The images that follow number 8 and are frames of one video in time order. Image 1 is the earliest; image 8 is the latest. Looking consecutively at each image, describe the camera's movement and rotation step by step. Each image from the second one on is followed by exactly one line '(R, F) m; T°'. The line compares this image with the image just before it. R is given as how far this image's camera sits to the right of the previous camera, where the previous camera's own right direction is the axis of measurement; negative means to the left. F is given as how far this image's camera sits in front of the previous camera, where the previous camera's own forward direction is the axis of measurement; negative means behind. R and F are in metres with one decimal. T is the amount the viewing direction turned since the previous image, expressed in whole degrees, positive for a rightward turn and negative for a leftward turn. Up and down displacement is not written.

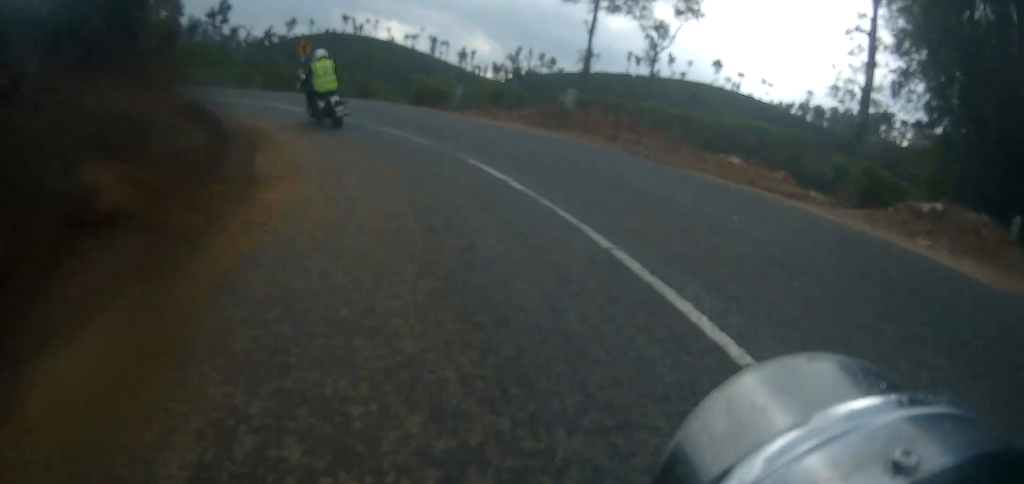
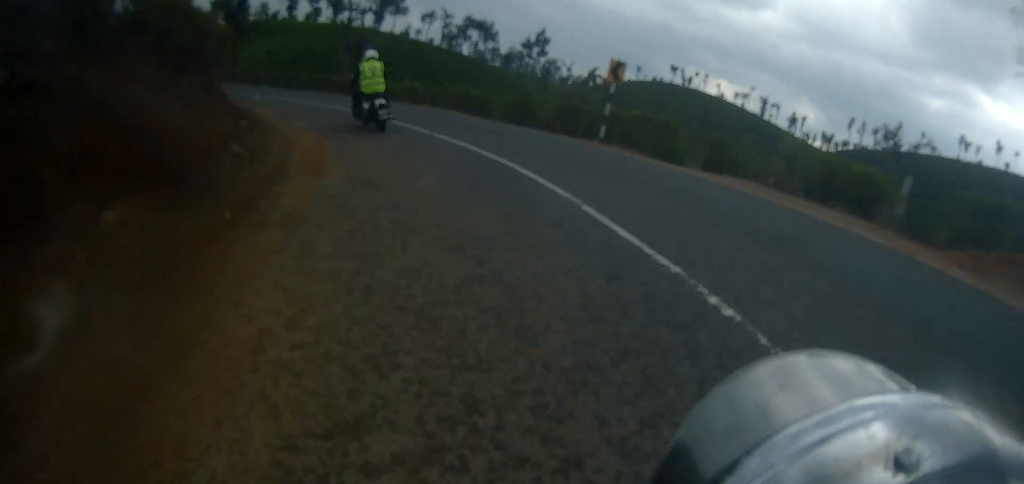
(-3.7, +10.7) m; -26°
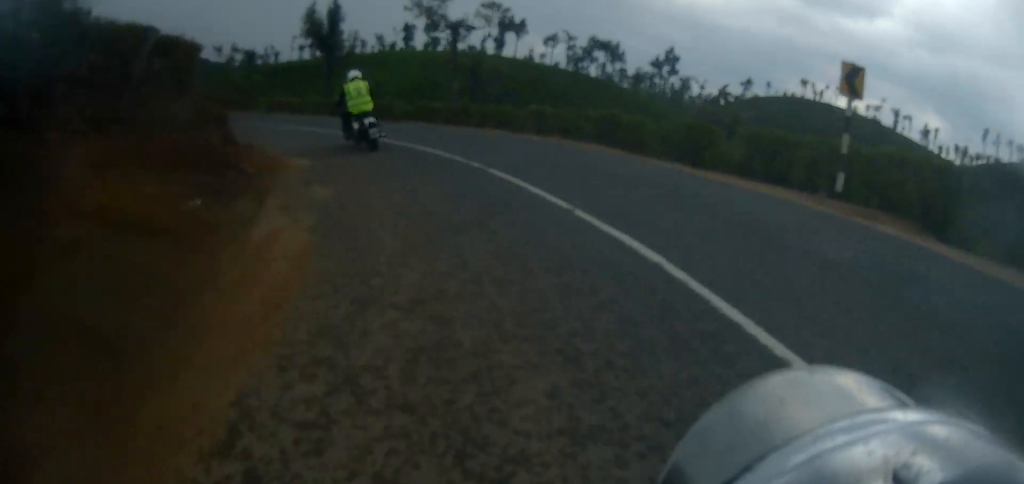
(+0.4, +6.2) m; -14°
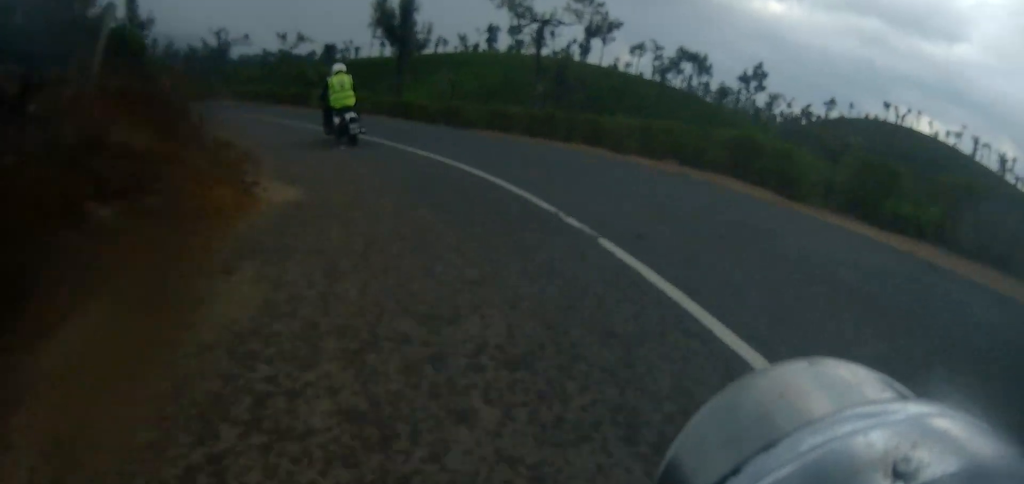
(-1.1, +4.1) m; -12°
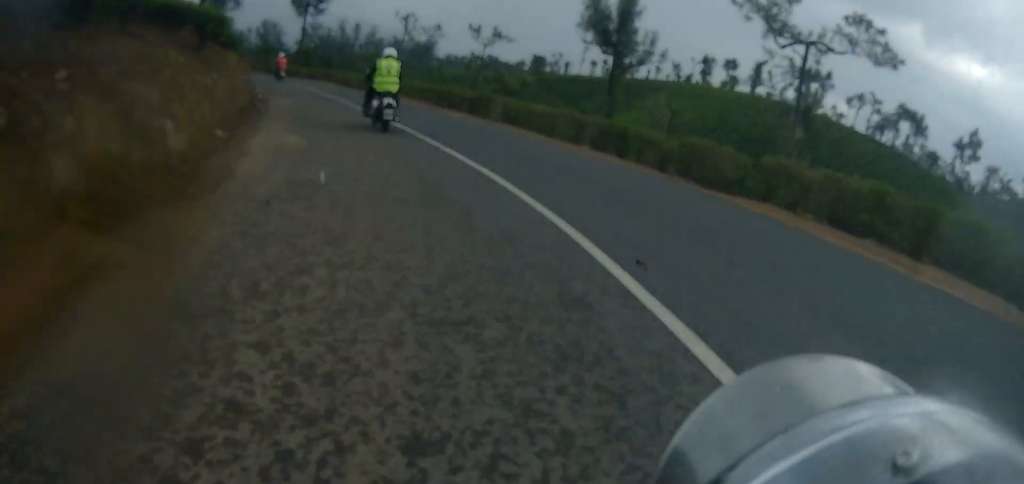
(-1.8, +8.0) m; -19°
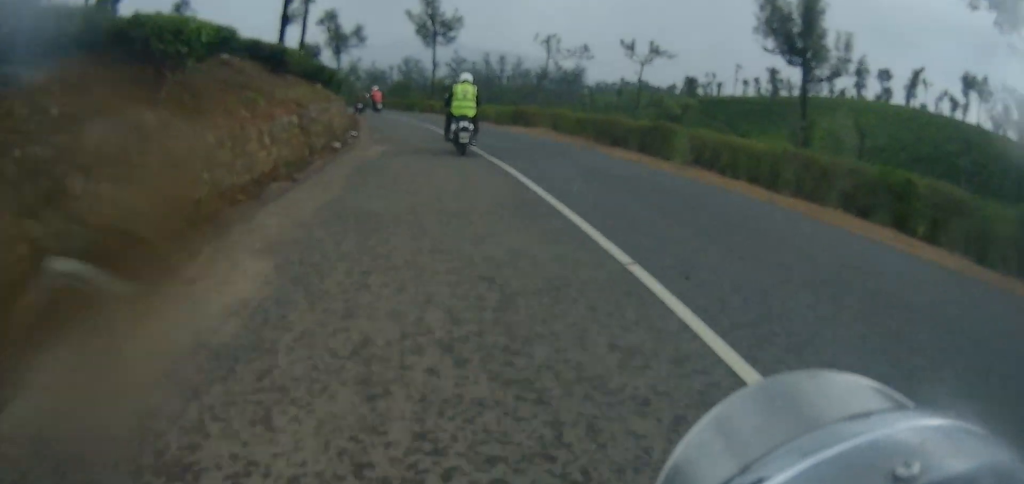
(-0.4, +6.7) m; -8°
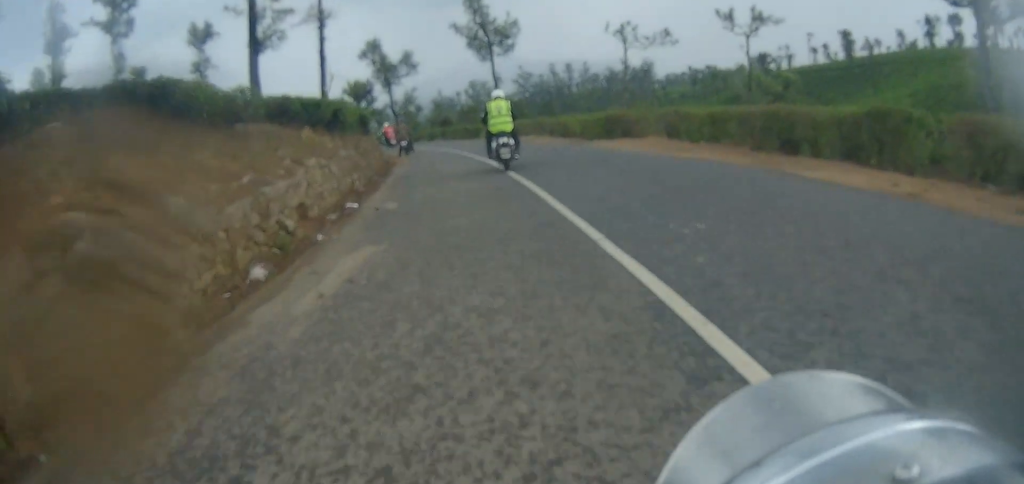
(-0.8, +8.6) m; -6°
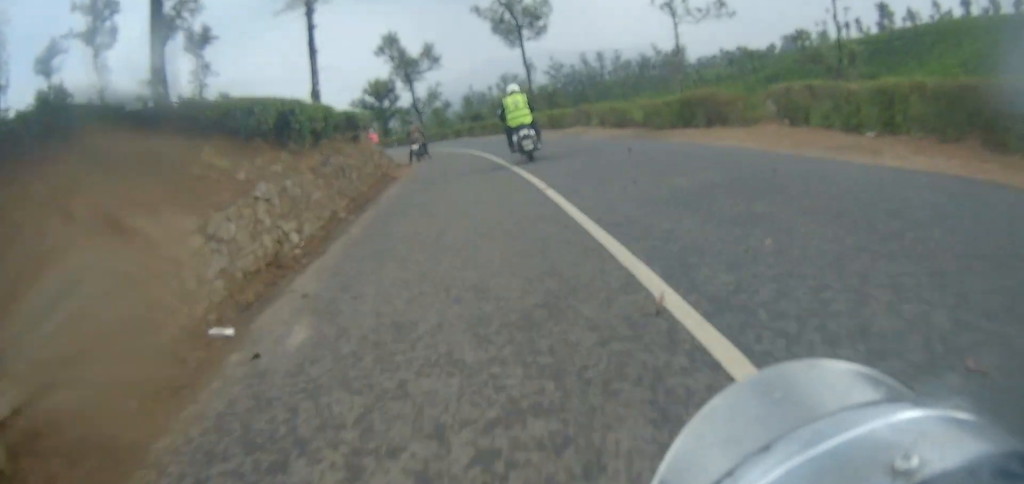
(-0.2, +6.6) m; -4°
